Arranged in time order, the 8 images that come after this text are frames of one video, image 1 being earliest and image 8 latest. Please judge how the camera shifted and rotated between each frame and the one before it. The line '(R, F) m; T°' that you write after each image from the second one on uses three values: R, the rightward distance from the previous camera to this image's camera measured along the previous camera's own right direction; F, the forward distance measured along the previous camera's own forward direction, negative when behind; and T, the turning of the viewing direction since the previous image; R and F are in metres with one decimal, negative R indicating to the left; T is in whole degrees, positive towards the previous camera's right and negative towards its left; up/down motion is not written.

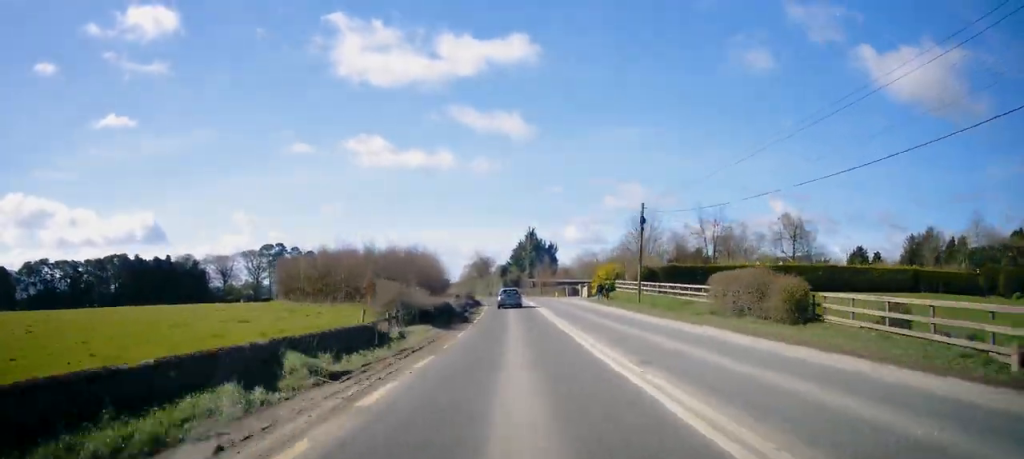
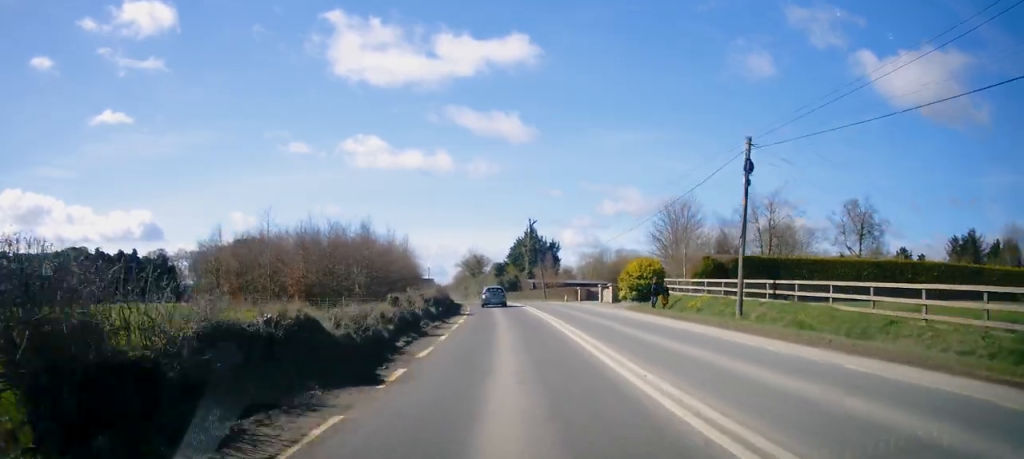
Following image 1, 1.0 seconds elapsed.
(-0.1, +18.6) m; -1°
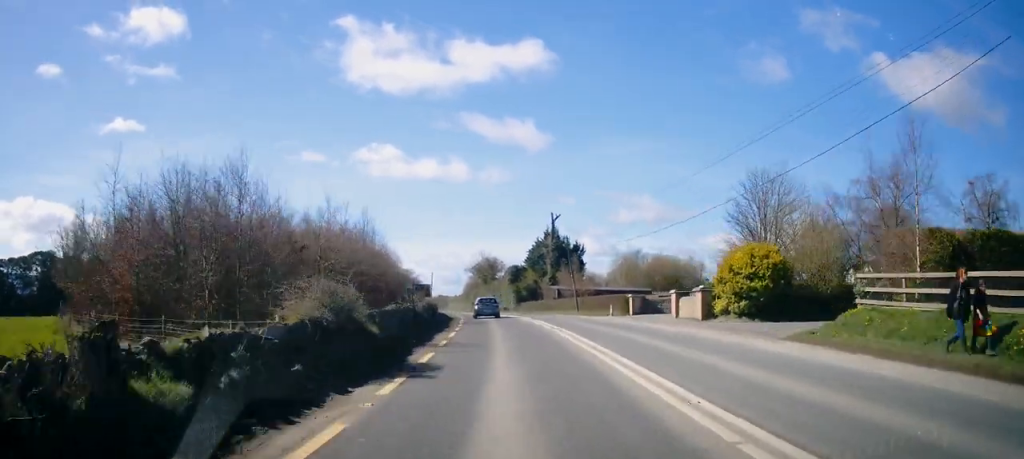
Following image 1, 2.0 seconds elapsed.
(-0.2, +20.2) m; -1°
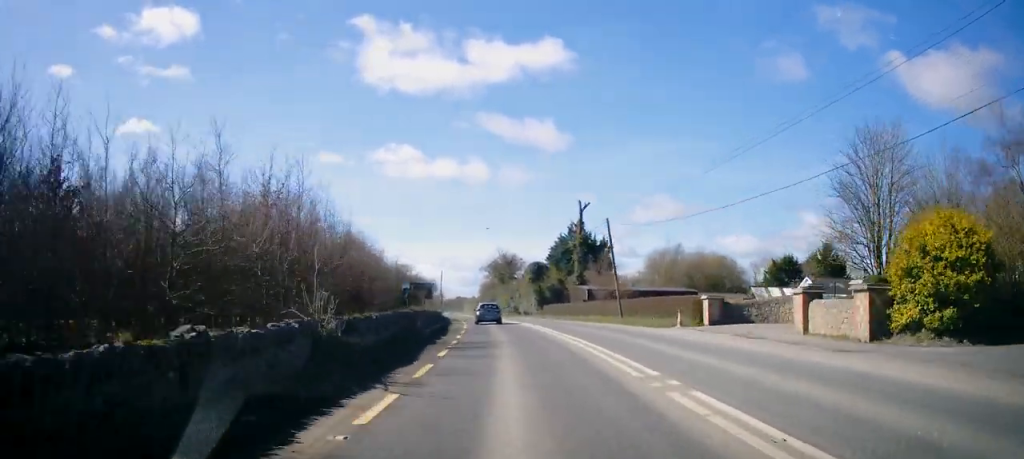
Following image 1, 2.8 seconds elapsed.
(-0.2, +13.7) m; -2°
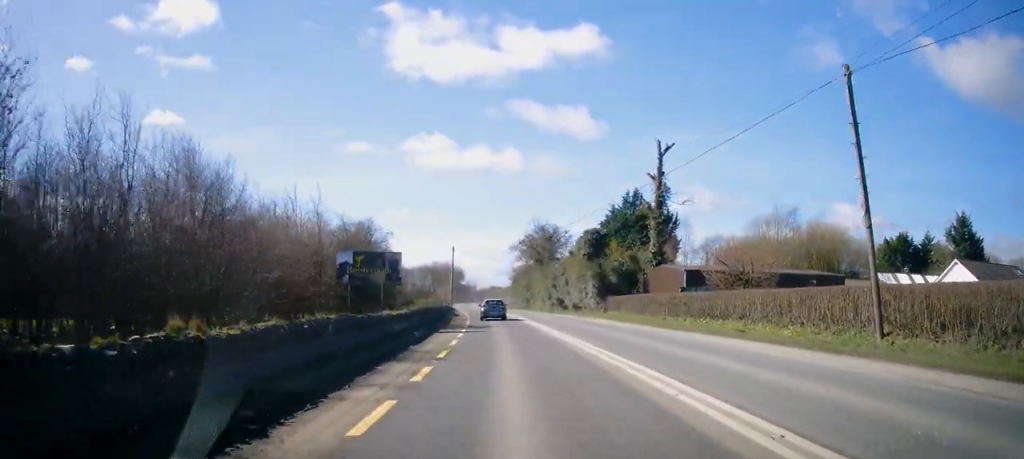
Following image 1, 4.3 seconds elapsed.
(-1.0, +28.7) m; -4°
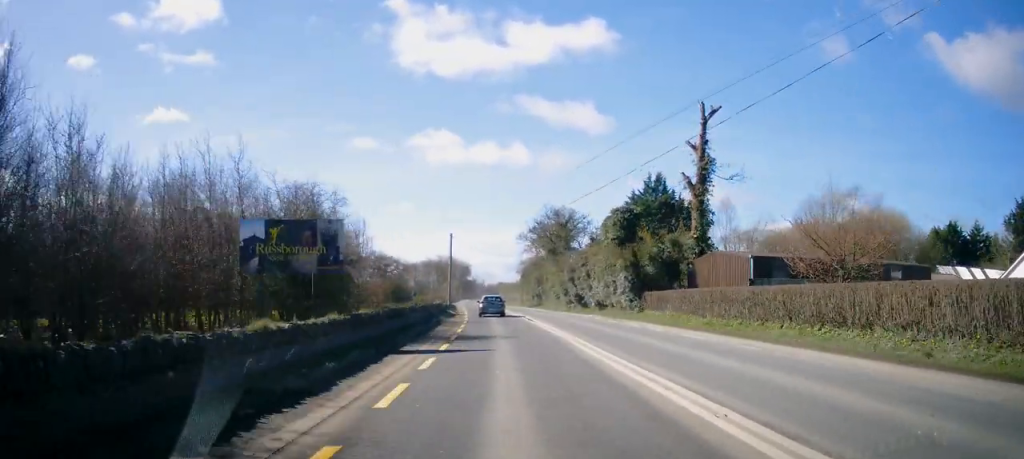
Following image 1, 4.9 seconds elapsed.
(-0.1, +10.6) m; -1°
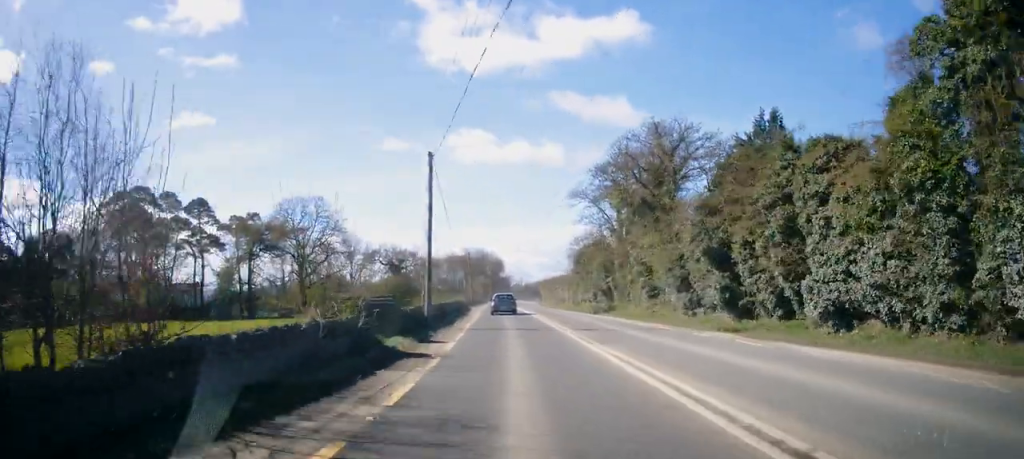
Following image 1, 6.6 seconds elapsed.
(-0.8, +32.0) m; -2°
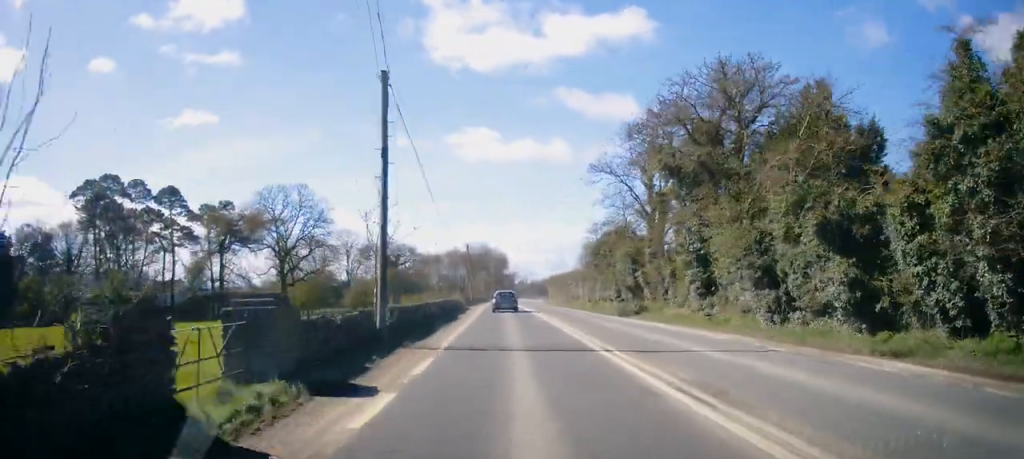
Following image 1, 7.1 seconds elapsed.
(-0.1, +9.4) m; 0°
